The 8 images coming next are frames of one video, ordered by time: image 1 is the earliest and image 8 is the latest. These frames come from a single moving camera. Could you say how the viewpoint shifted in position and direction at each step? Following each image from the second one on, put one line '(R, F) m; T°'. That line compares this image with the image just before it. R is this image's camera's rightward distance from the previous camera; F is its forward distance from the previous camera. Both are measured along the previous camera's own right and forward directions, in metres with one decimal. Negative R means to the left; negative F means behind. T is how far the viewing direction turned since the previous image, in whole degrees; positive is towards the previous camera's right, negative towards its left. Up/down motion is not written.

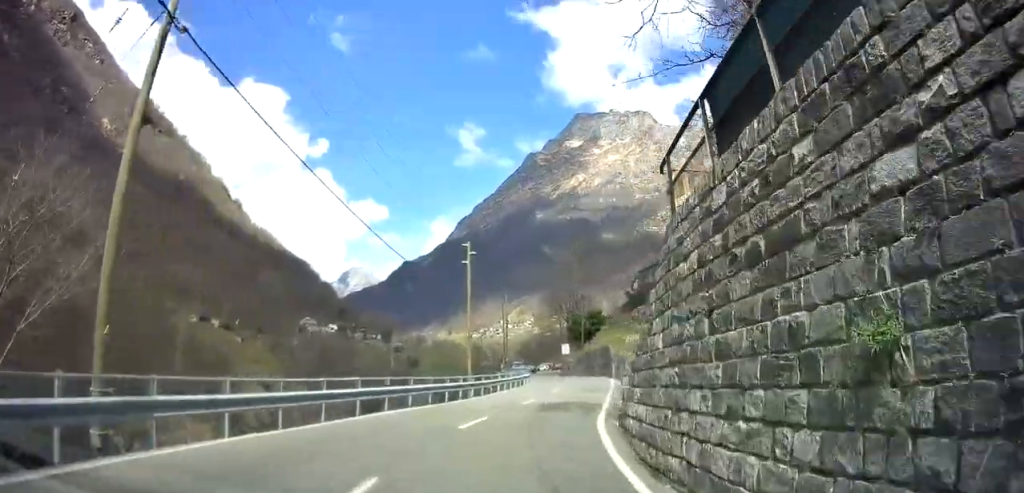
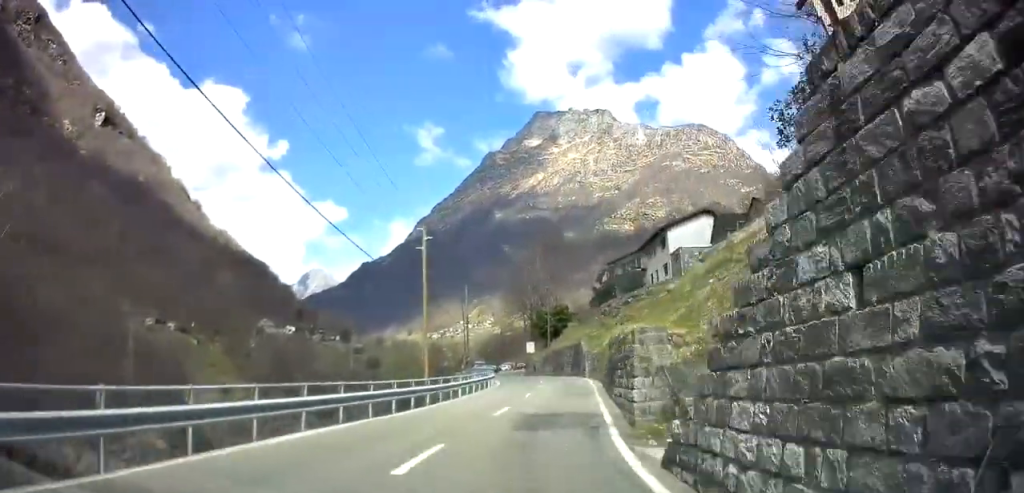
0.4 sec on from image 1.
(+0.1, +5.1) m; +4°
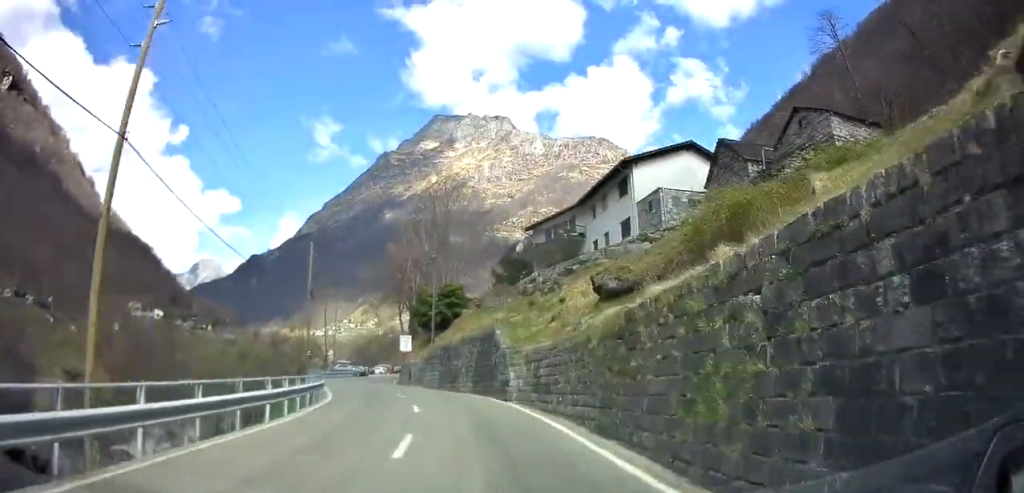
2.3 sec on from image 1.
(+2.7, +24.2) m; +7°
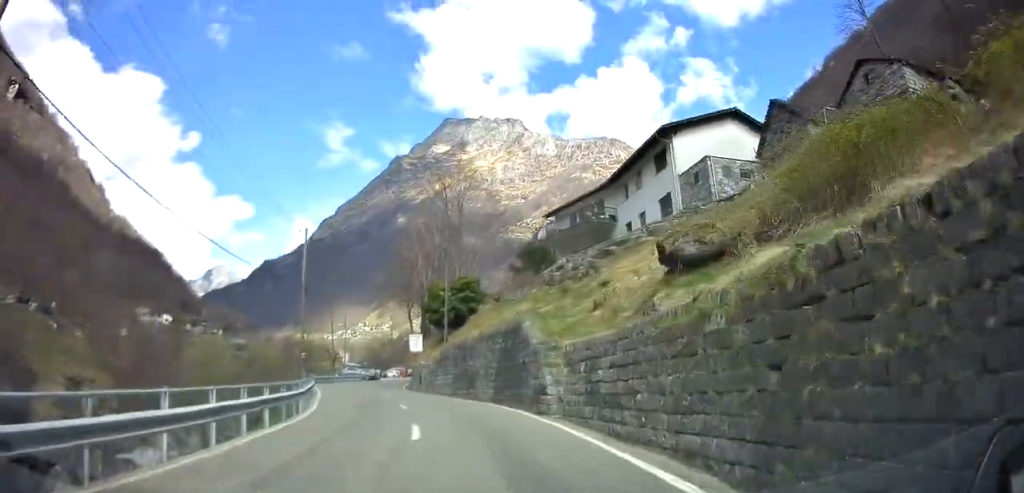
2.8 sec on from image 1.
(+0.1, +5.4) m; -1°
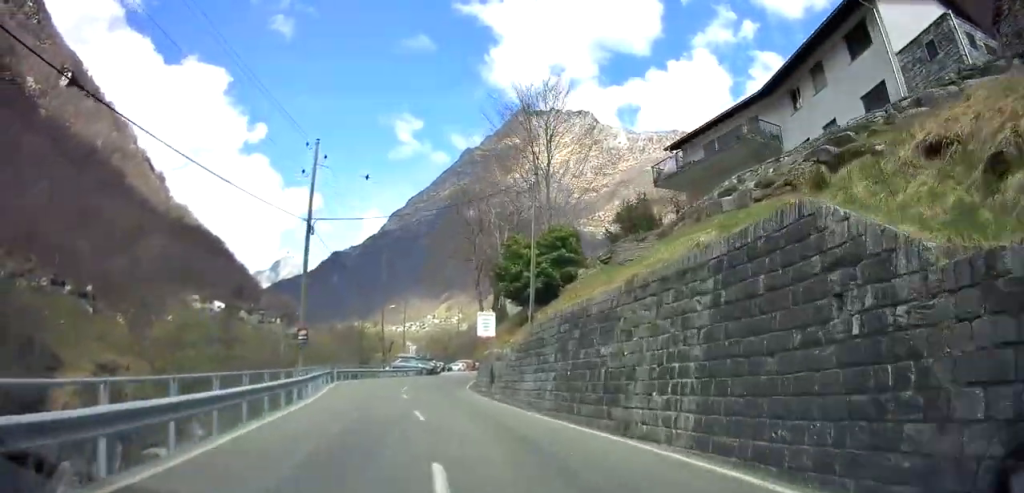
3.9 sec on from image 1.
(-1.1, +14.3) m; -7°
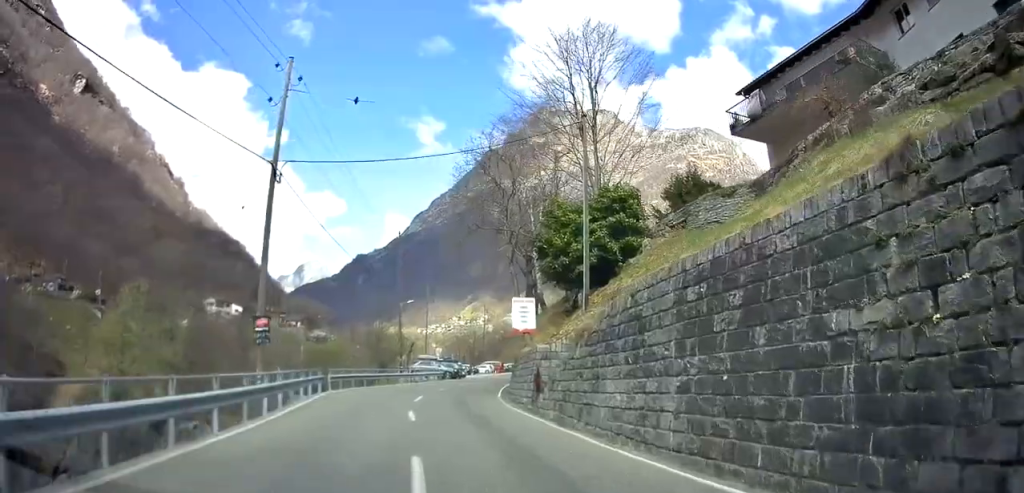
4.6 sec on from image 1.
(-0.5, +7.8) m; -2°
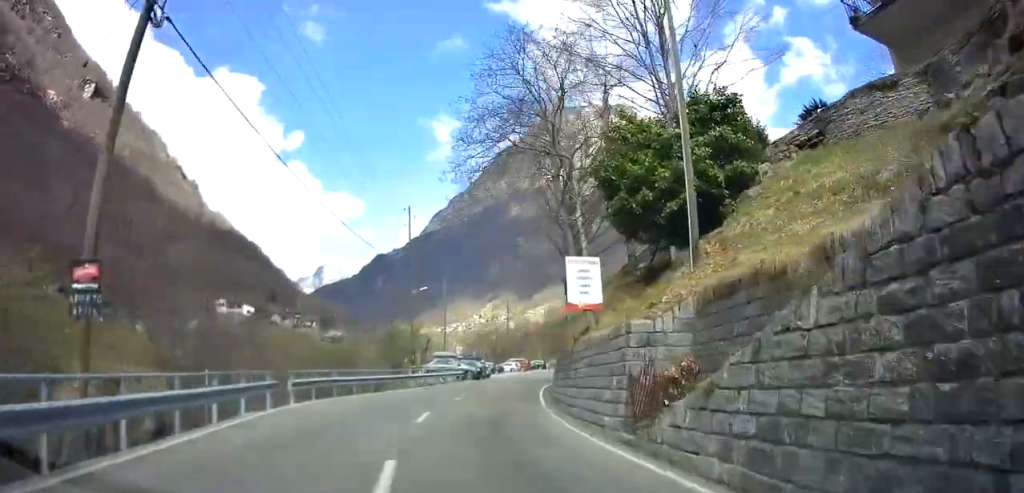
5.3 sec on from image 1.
(+0.1, +8.8) m; +1°
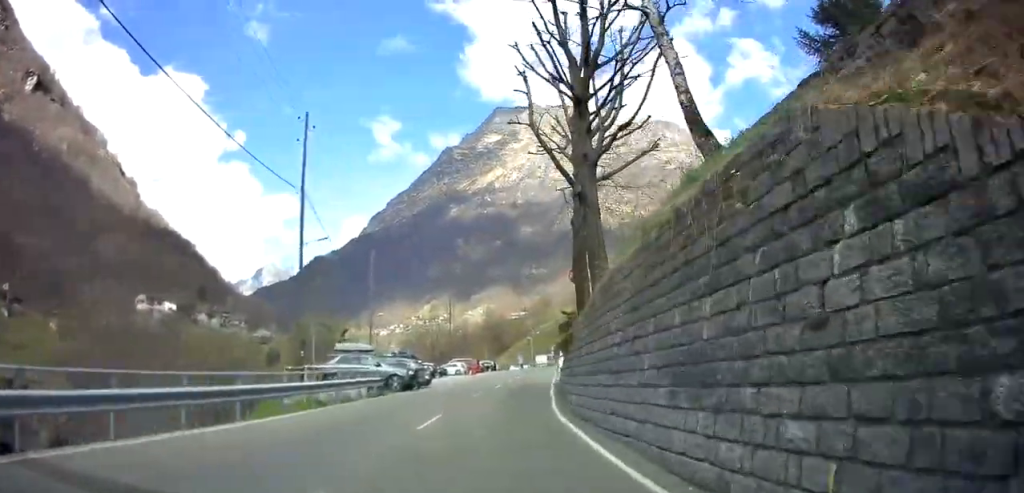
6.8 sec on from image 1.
(+0.4, +19.5) m; +3°
